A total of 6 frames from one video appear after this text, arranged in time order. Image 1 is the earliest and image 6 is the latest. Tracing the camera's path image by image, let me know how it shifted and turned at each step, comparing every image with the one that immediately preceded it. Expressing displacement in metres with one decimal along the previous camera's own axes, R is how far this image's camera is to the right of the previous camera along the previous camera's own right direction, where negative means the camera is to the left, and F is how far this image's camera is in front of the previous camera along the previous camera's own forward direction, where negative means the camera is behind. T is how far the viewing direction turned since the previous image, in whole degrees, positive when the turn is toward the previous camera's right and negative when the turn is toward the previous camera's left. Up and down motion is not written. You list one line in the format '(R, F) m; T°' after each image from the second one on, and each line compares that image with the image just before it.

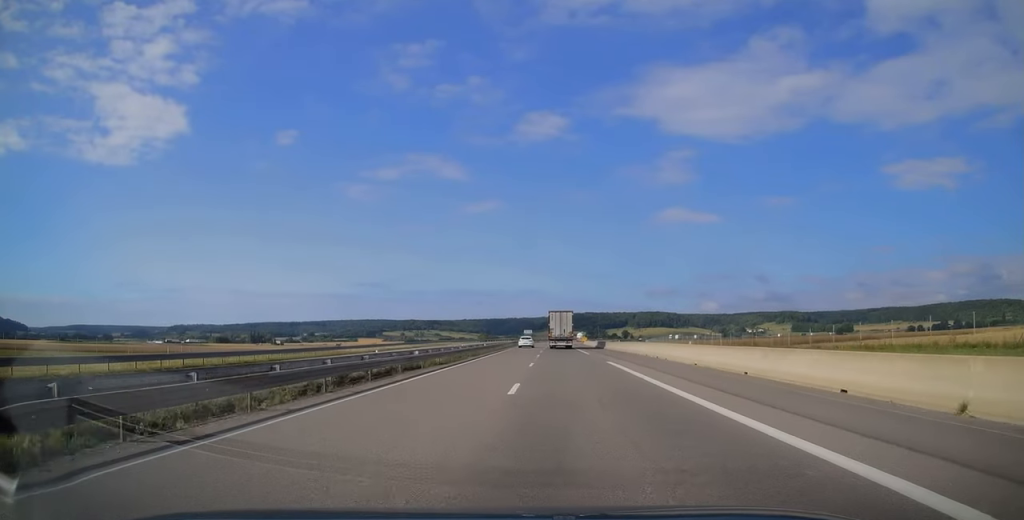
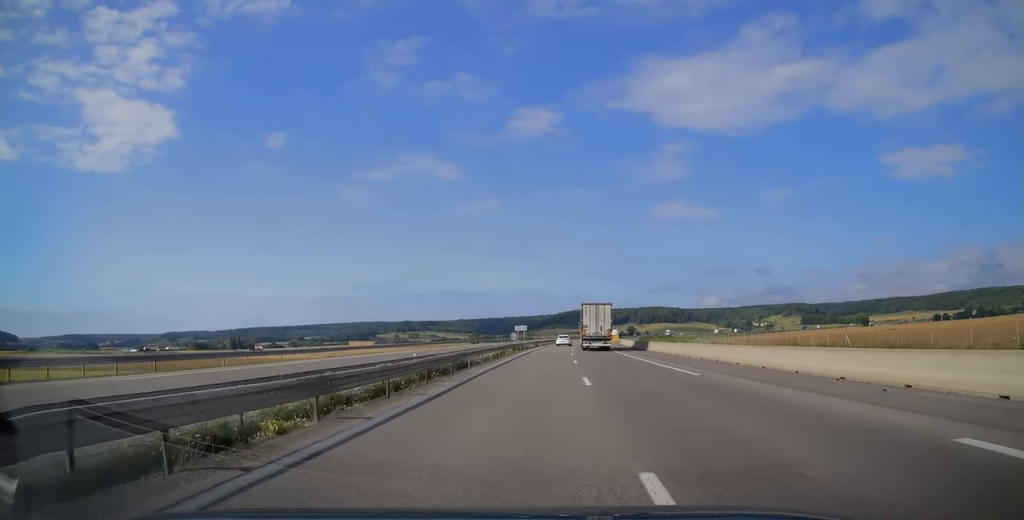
(0.0, +77.1) m; +2°
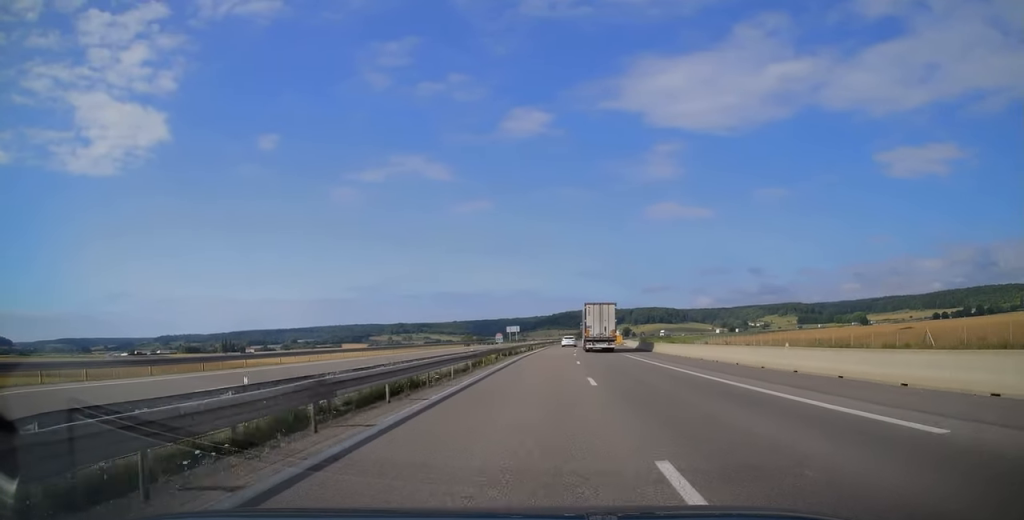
(+0.3, +12.7) m; +1°
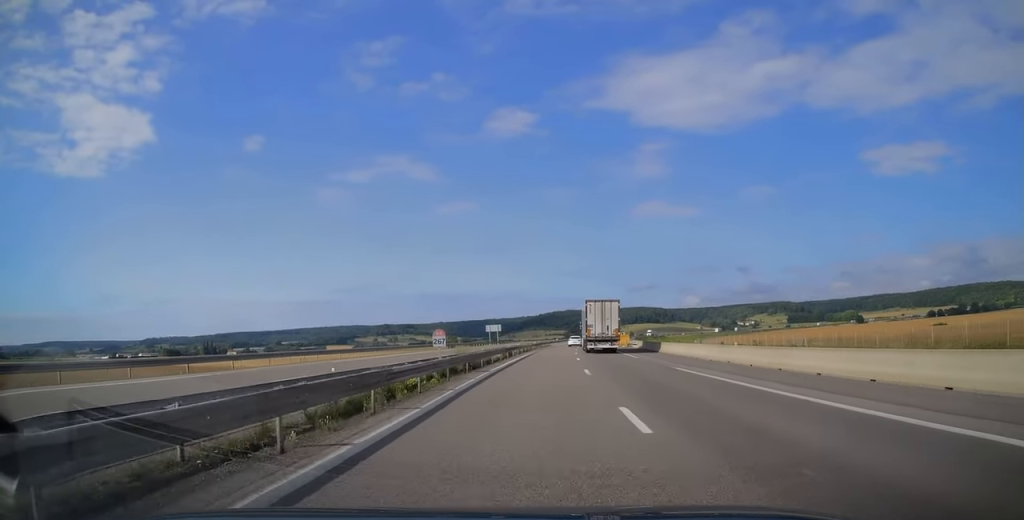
(+0.4, +21.5) m; +1°
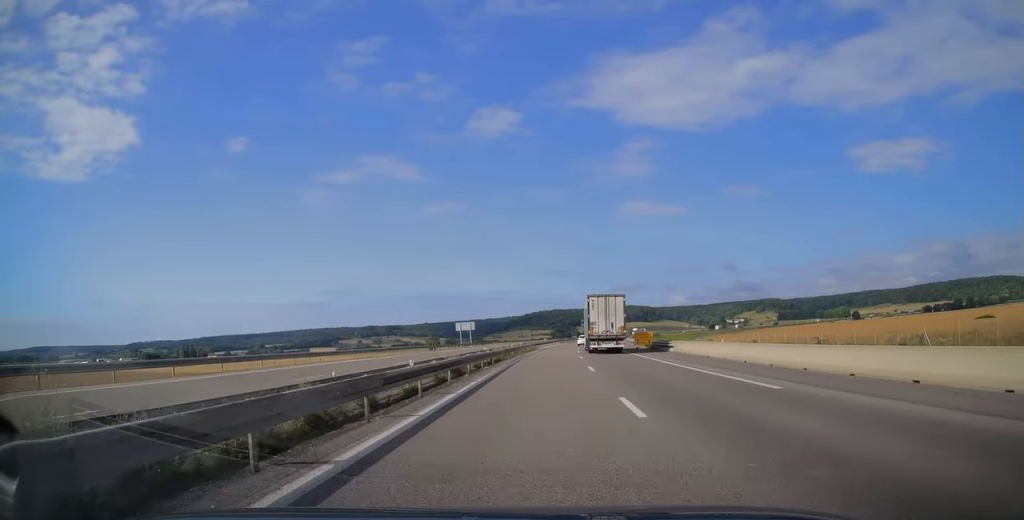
(-0.1, +24.9) m; +2°
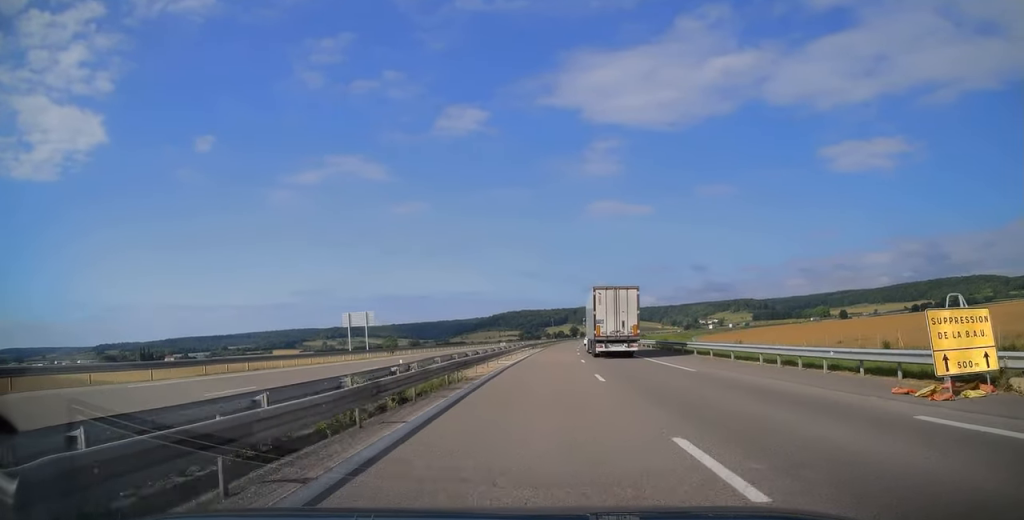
(+1.9, +44.5) m; +4°
